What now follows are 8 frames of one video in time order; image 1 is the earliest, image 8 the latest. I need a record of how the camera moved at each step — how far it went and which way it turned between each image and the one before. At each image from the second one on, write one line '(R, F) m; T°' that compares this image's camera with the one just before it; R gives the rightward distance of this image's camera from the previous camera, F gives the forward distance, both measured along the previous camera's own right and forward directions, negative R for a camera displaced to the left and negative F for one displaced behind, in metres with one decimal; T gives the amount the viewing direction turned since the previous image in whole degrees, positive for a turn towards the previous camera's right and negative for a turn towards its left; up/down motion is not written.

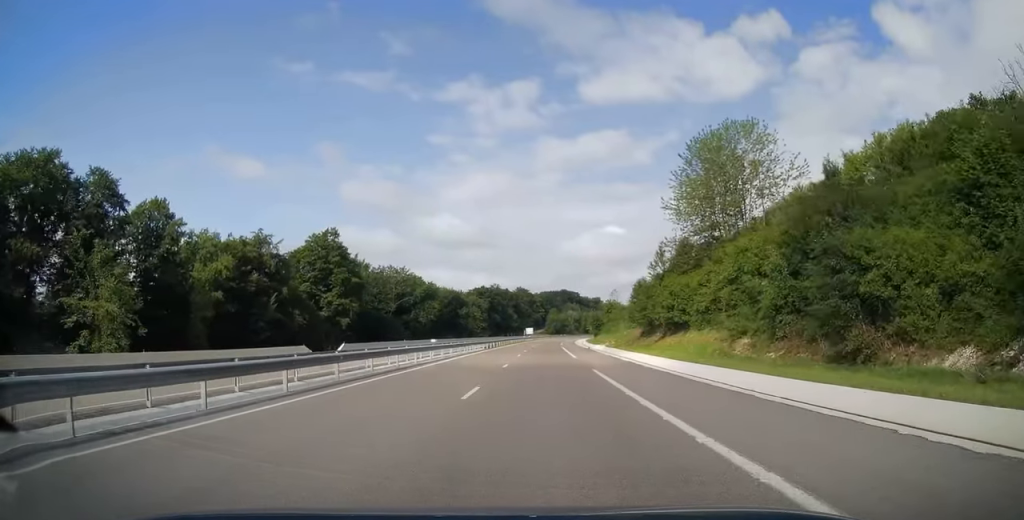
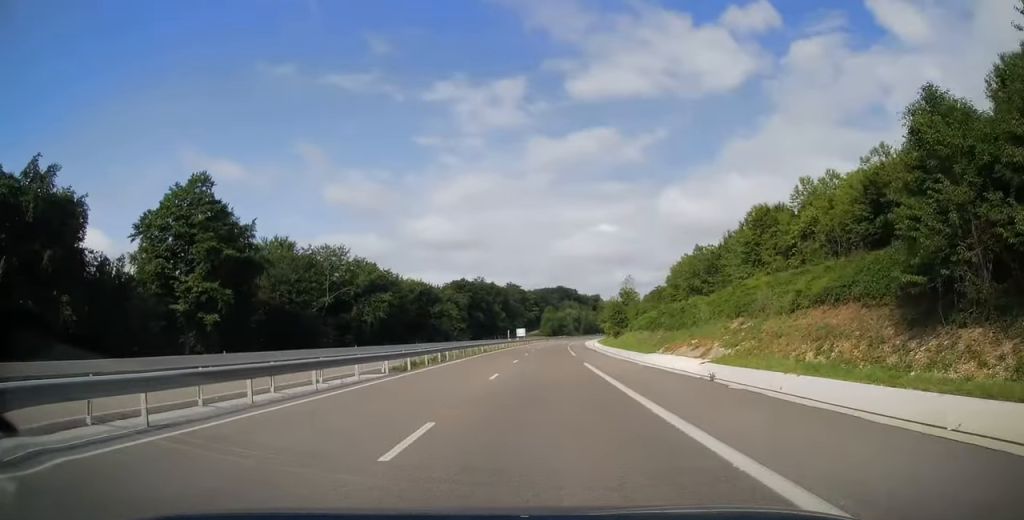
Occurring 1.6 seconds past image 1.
(0.0, +45.9) m; +1°
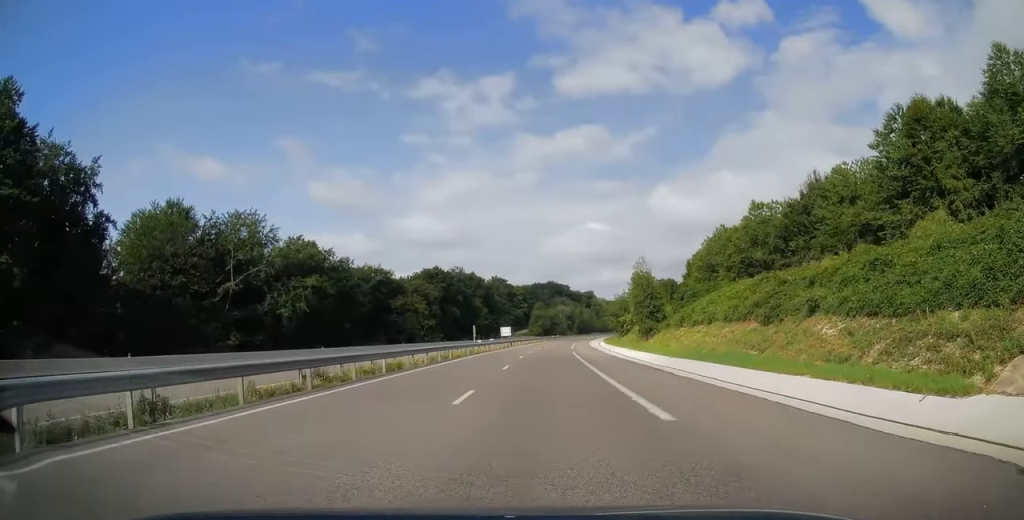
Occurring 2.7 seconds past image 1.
(+0.4, +33.7) m; +2°
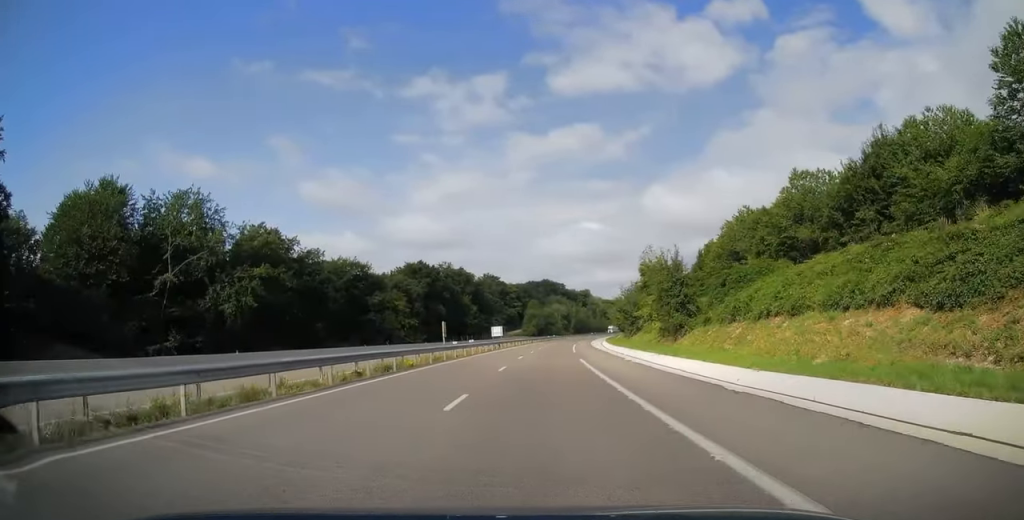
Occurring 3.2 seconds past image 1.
(+0.1, +14.2) m; +1°
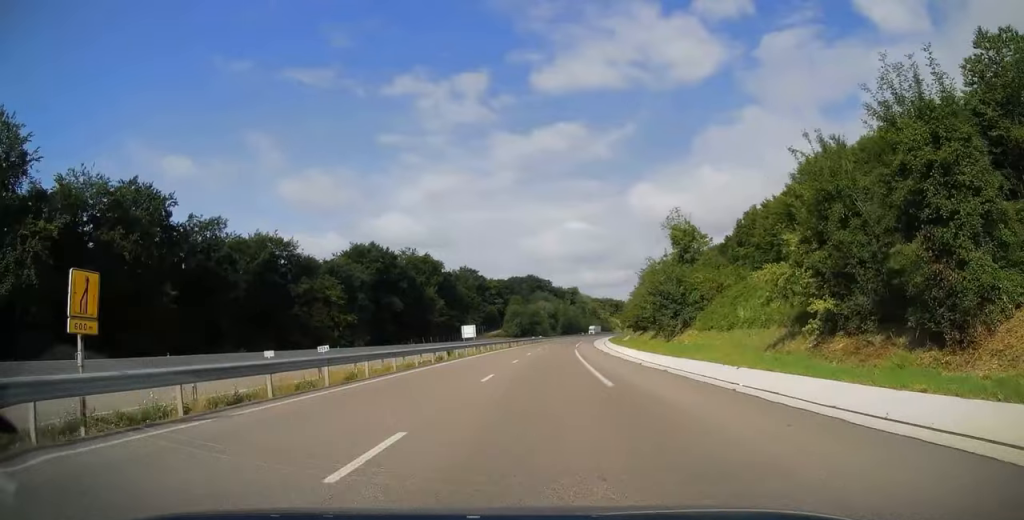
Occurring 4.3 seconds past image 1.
(+0.5, +31.7) m; +2°
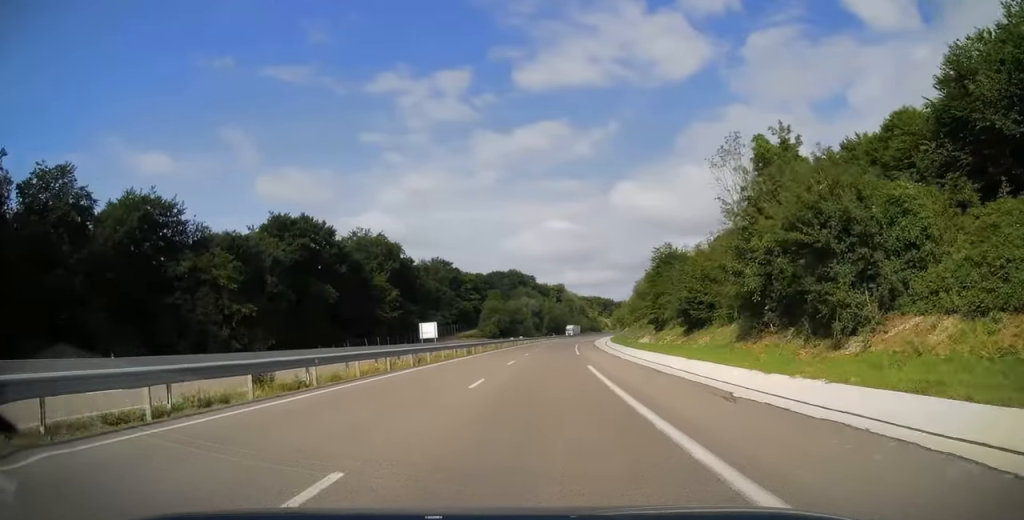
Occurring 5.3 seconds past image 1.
(+0.4, +28.8) m; +1°
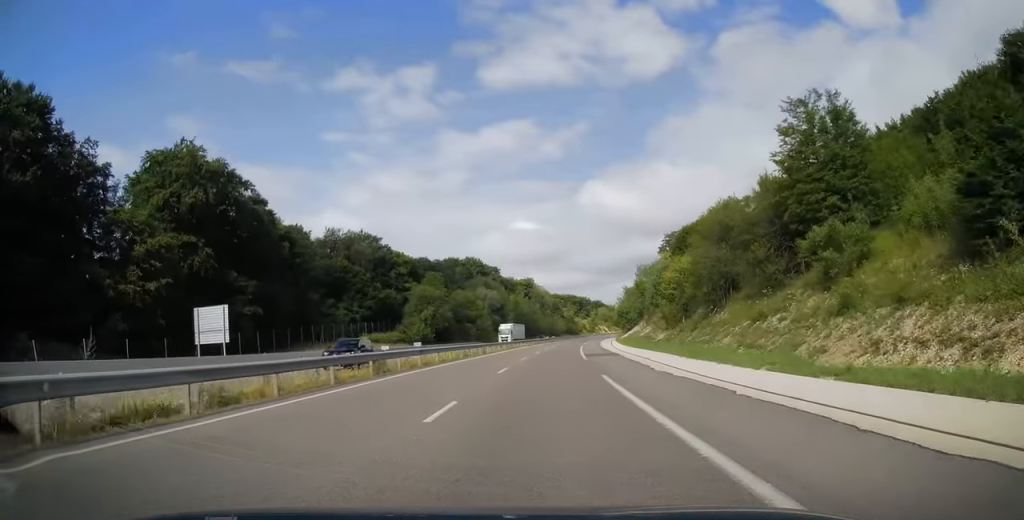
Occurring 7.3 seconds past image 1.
(+1.9, +58.5) m; +4°
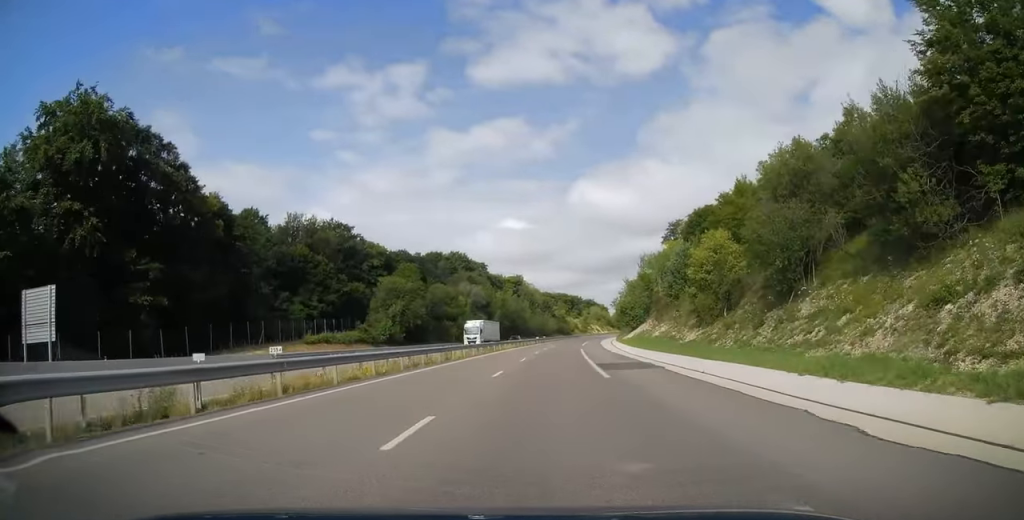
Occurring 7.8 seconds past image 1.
(-0.1, +15.6) m; +1°
